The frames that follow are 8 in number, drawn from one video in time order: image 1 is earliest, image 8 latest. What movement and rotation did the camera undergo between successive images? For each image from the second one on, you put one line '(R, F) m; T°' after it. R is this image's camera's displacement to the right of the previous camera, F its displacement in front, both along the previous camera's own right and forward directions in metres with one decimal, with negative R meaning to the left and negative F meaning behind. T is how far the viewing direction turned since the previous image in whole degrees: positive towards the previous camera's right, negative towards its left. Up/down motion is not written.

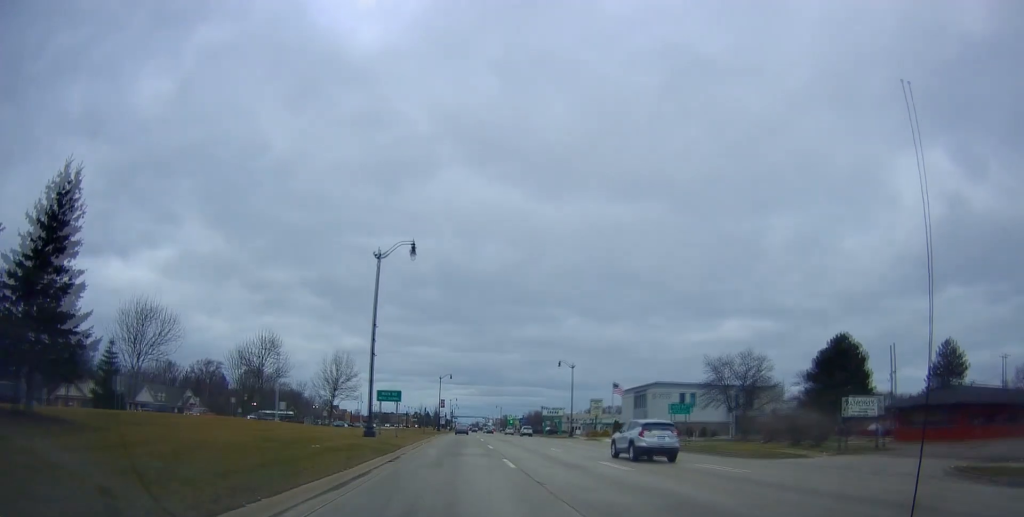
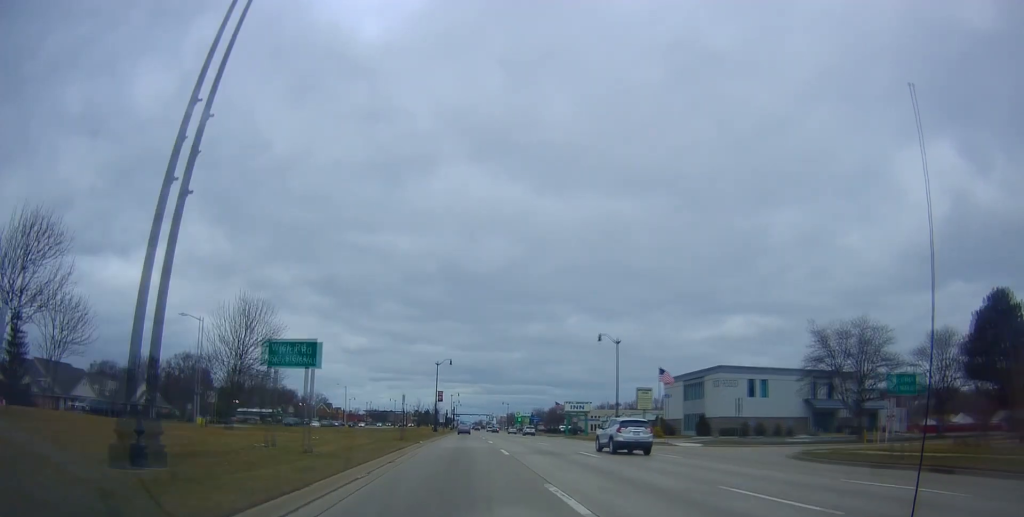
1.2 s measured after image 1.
(-0.1, +23.3) m; 0°
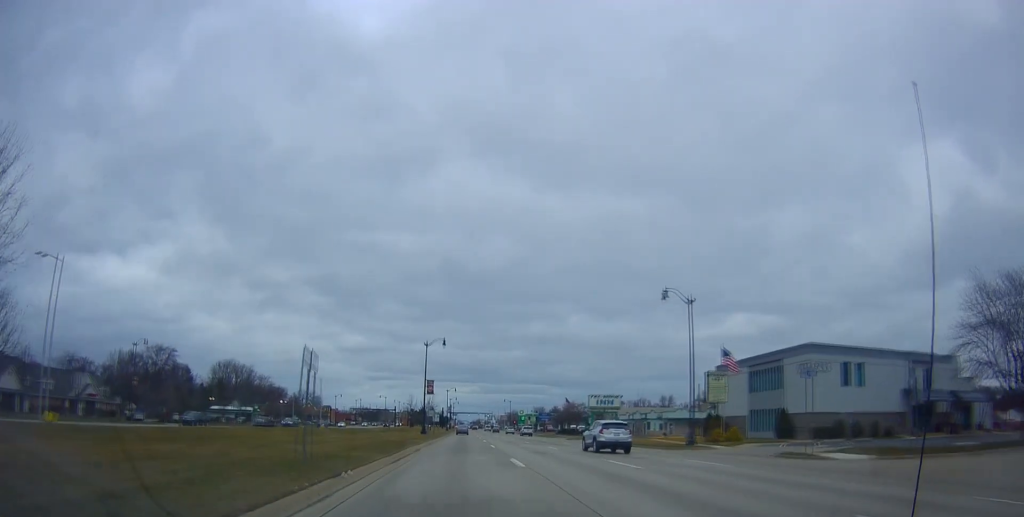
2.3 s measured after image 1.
(+0.4, +20.8) m; +1°
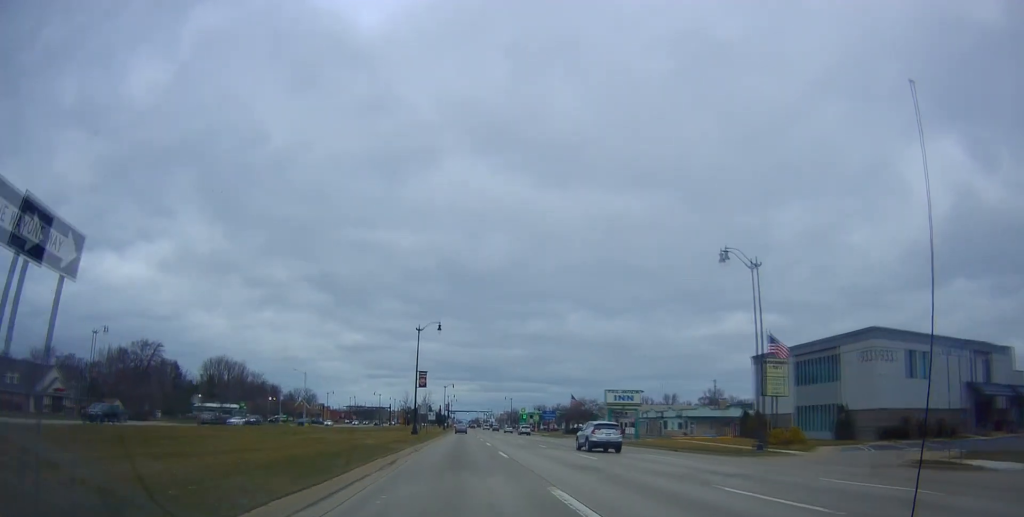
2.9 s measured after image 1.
(0.0, +10.0) m; -1°
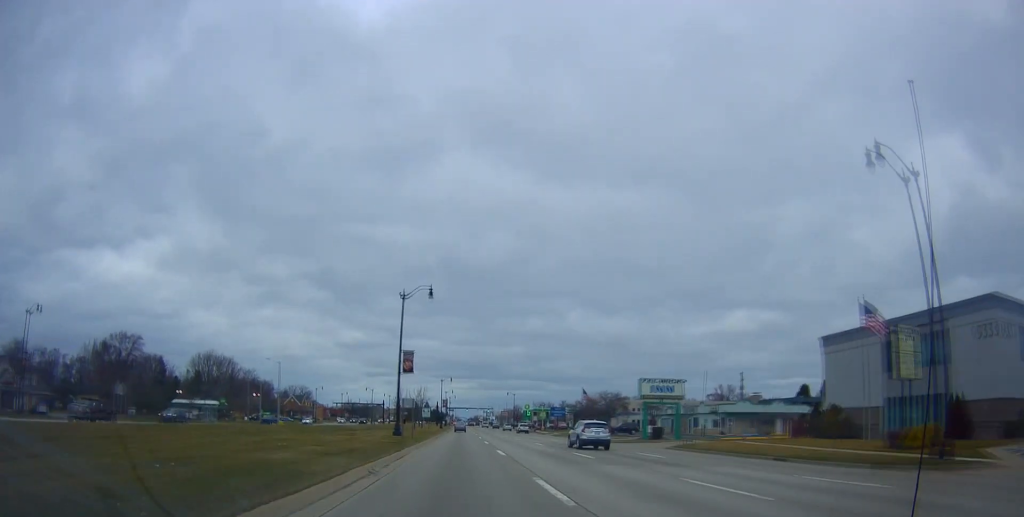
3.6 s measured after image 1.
(-0.2, +13.6) m; -1°
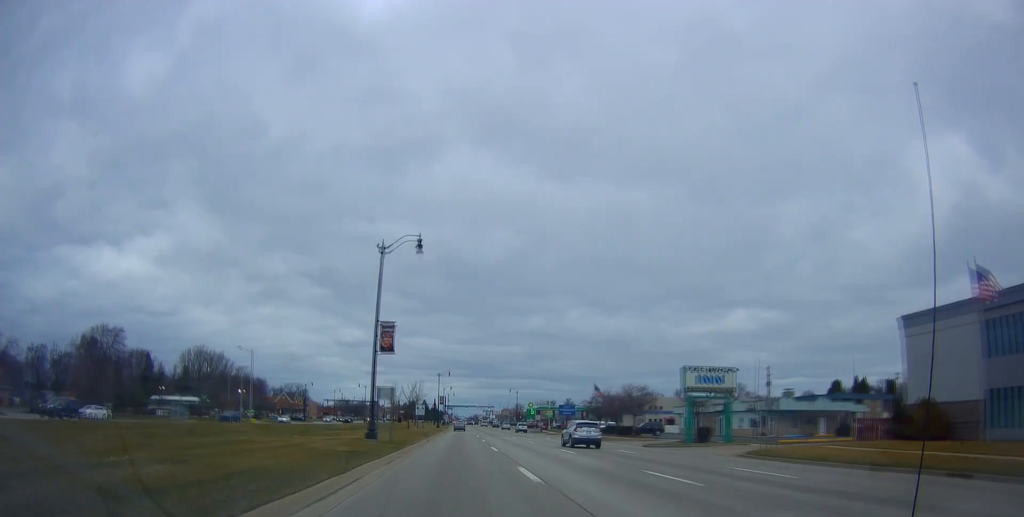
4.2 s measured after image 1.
(-0.5, +11.1) m; 0°
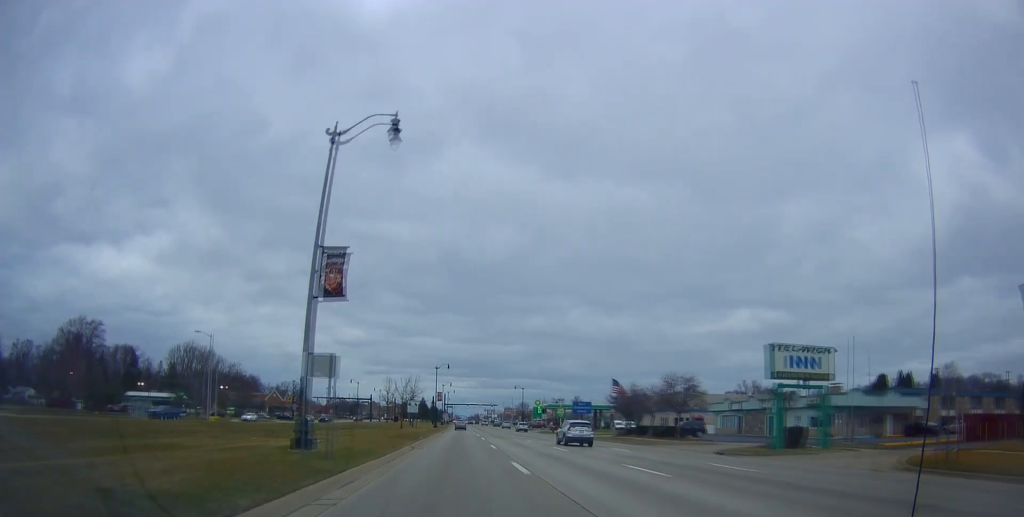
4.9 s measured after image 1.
(+0.4, +13.0) m; 0°
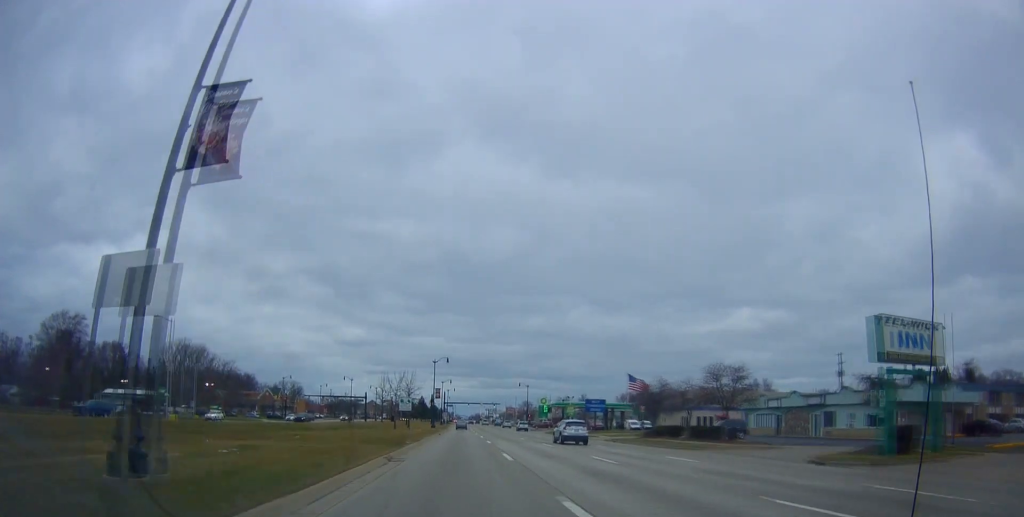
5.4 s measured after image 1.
(+0.2, +9.3) m; 0°
